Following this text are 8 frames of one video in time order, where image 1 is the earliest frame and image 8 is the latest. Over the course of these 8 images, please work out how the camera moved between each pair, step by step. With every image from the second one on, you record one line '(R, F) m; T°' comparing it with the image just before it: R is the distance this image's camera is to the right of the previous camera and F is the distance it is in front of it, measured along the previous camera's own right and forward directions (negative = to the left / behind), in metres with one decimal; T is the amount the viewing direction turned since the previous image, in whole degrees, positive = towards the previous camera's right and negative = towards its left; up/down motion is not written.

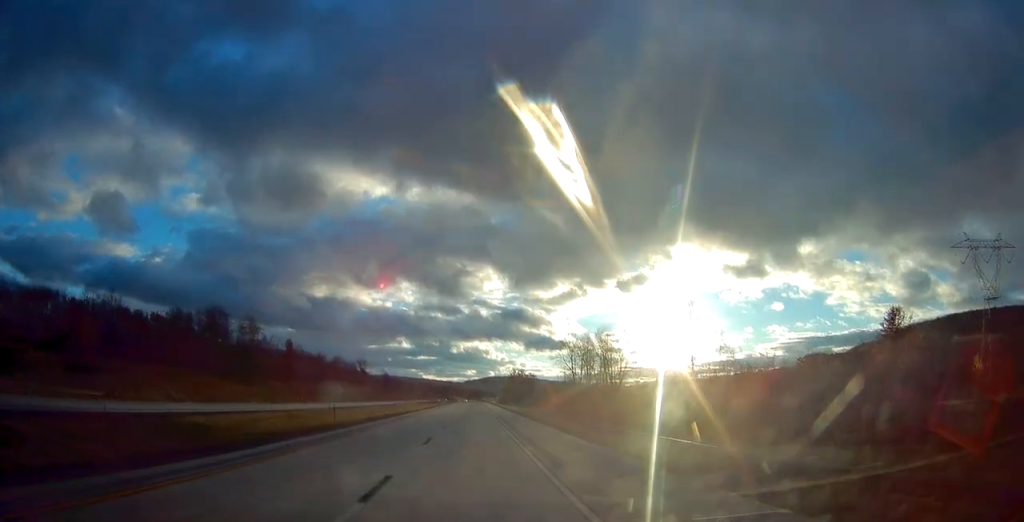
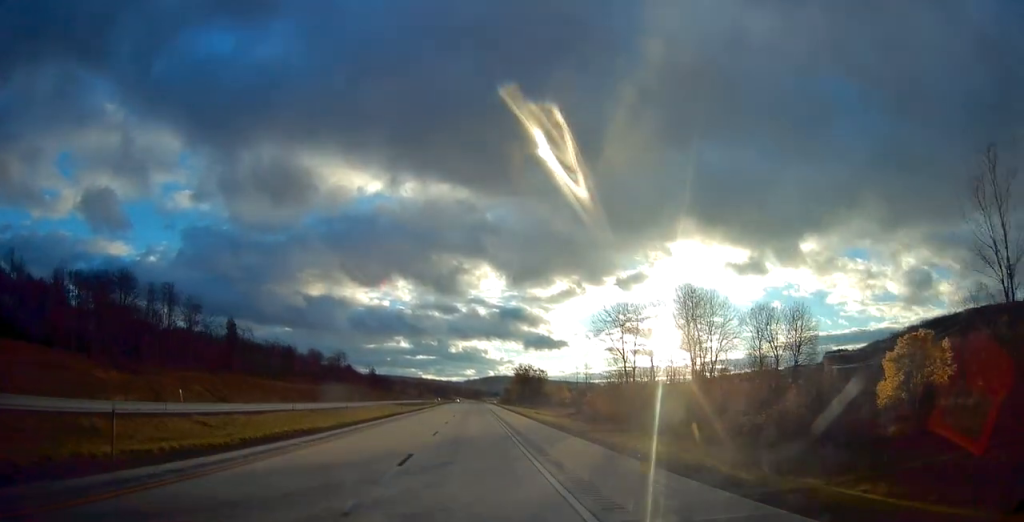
(+0.3, +43.6) m; 0°
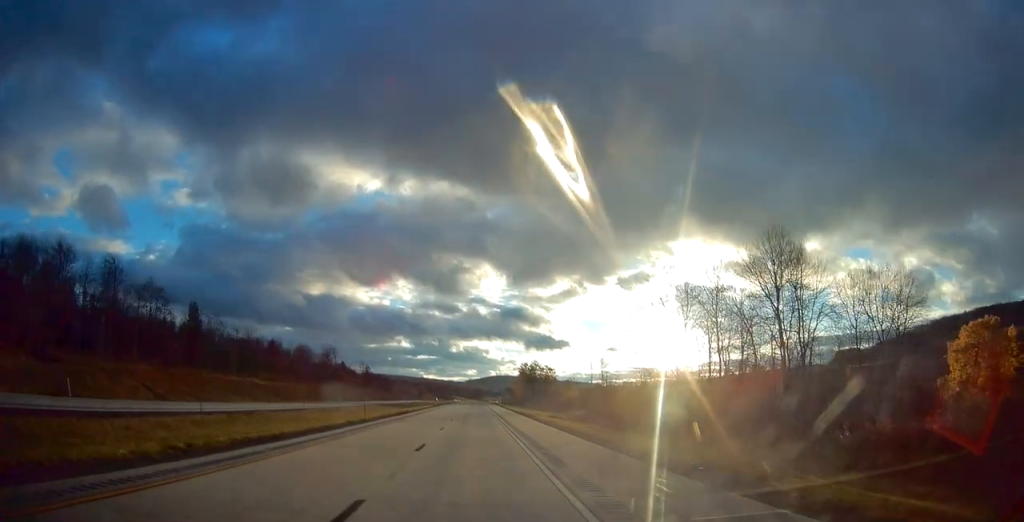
(-0.2, +20.4) m; 0°
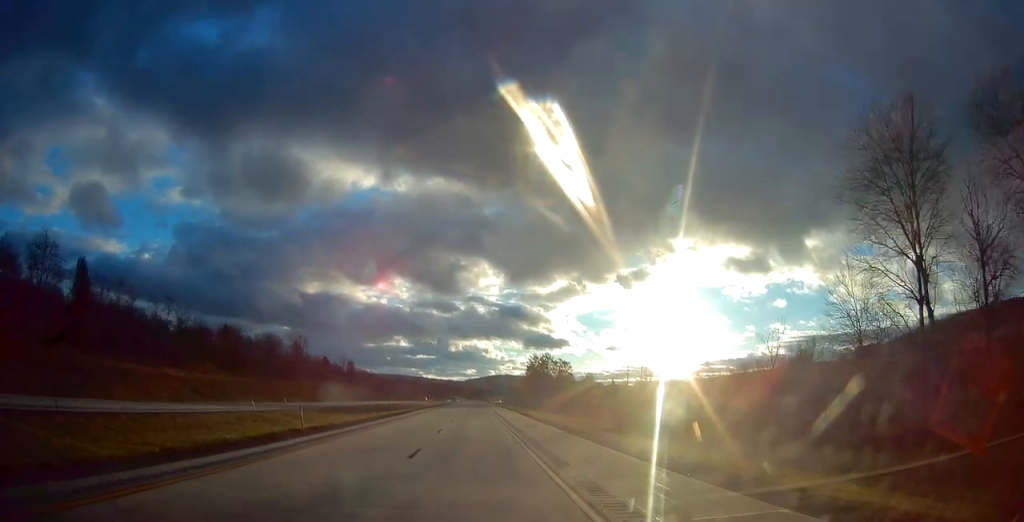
(+0.1, +38.9) m; 0°
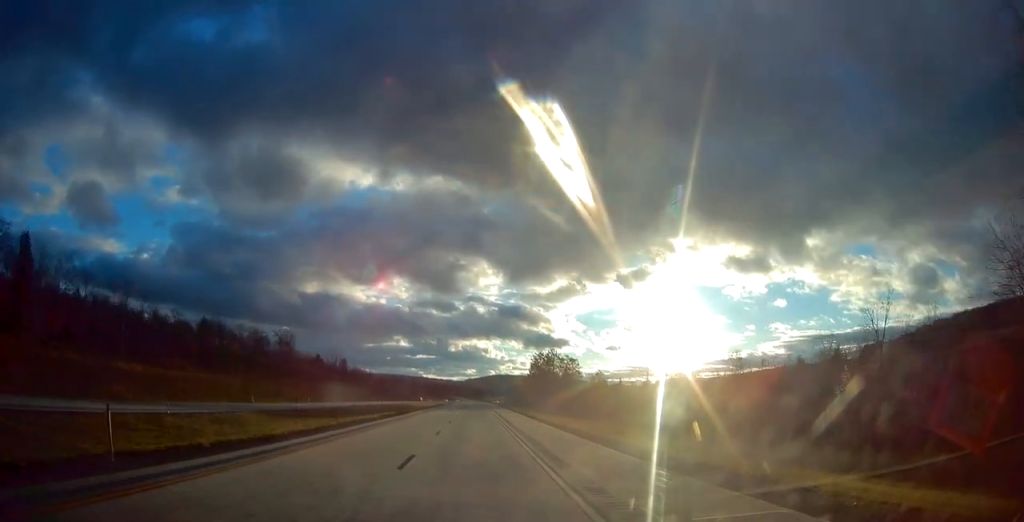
(0.0, +14.3) m; 0°
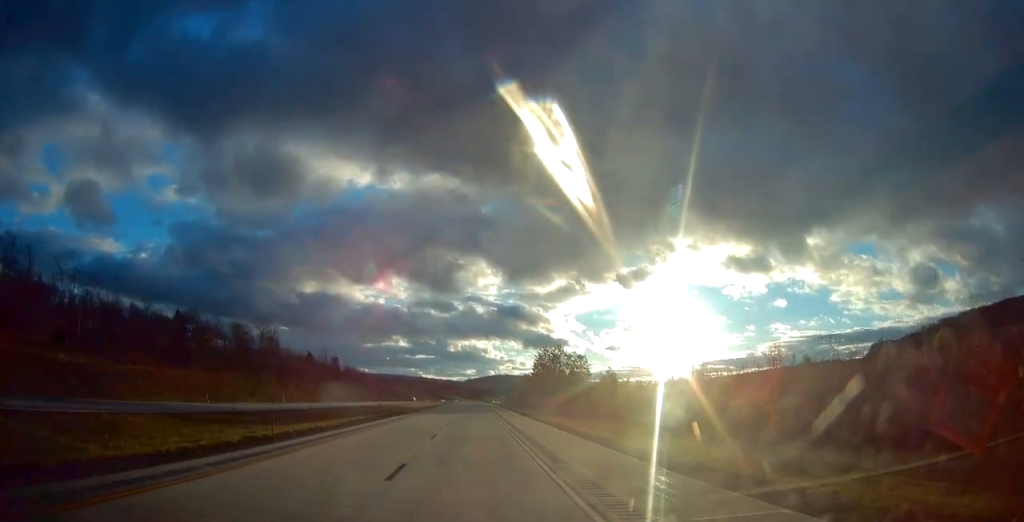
(-0.2, +14.3) m; 0°
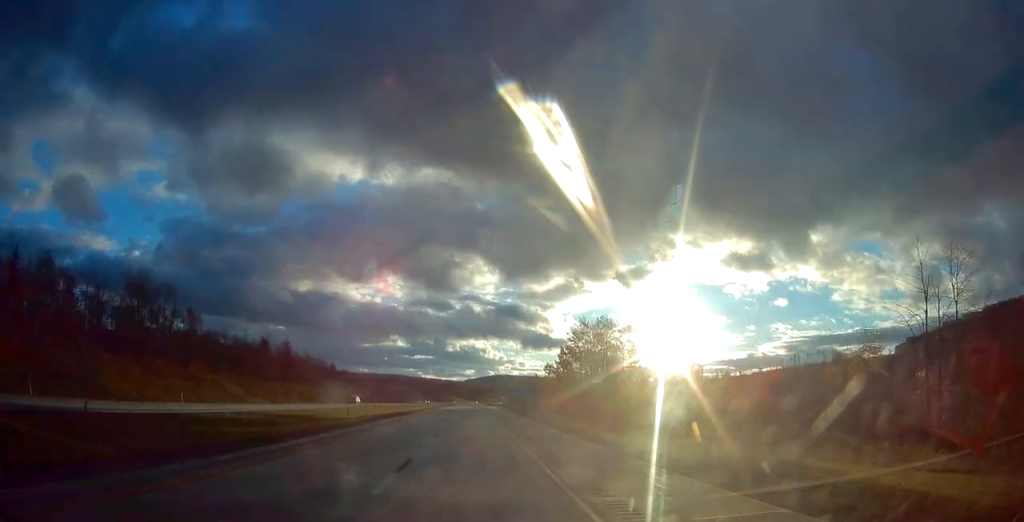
(-0.1, +59.4) m; 0°
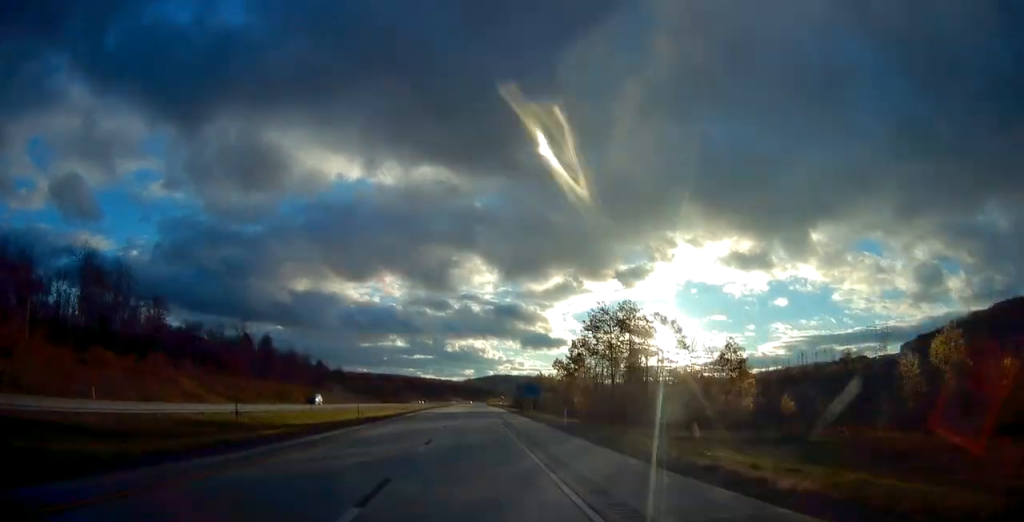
(0.0, +16.4) m; 0°
